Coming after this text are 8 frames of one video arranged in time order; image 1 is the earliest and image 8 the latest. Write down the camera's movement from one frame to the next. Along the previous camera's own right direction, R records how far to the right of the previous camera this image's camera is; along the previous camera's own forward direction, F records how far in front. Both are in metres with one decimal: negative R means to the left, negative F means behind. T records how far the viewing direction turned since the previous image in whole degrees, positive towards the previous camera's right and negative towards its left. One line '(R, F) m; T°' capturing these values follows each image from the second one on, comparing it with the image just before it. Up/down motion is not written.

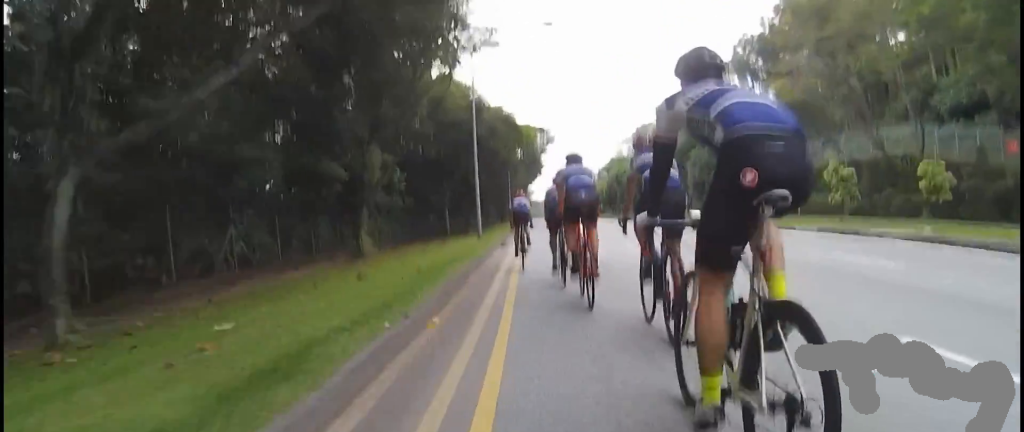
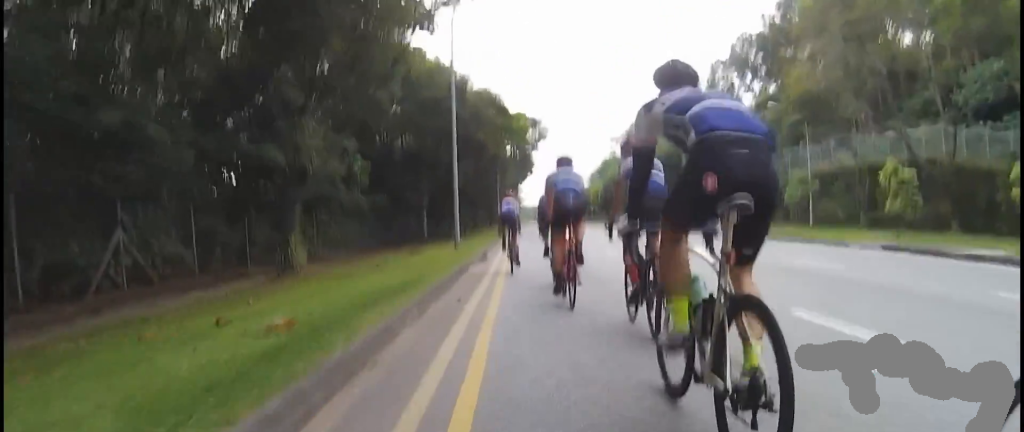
(-0.4, +4.6) m; -4°
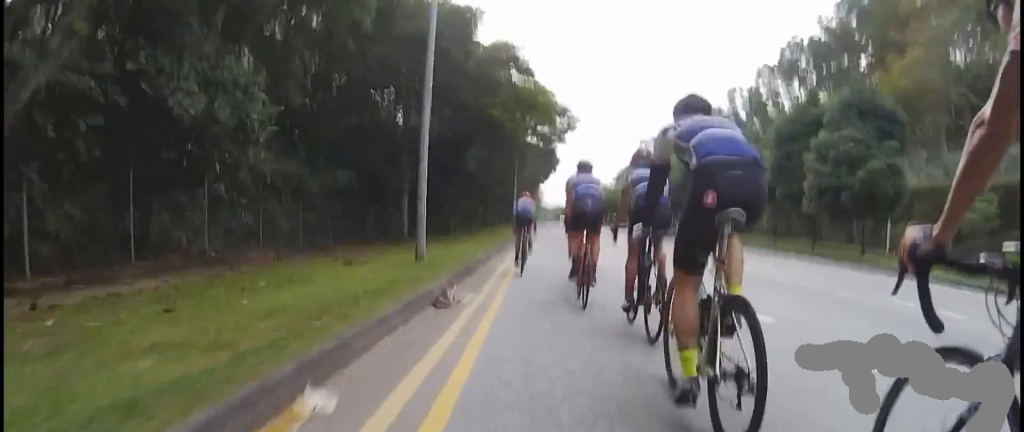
(-0.6, +9.7) m; -3°
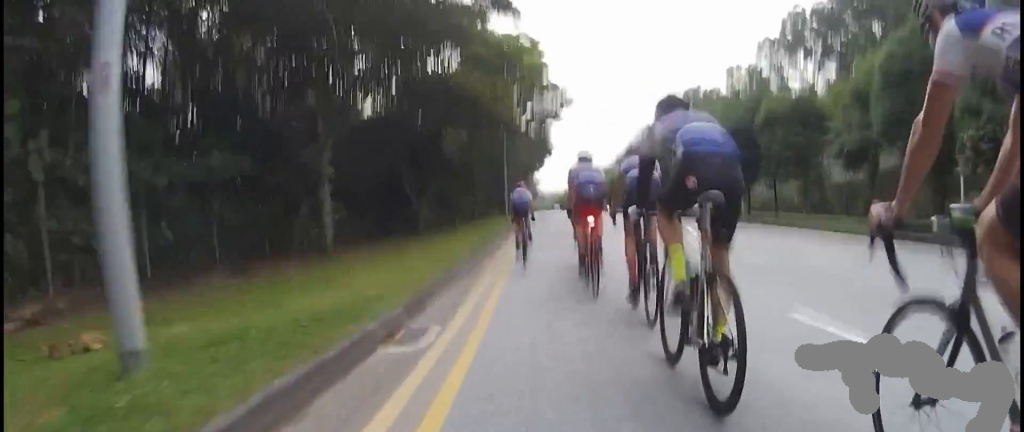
(0.0, +8.9) m; +5°
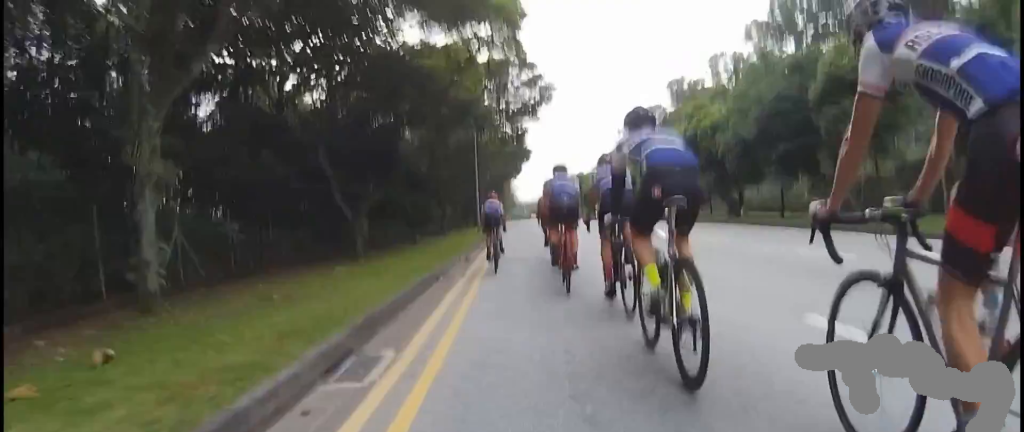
(+0.1, +7.0) m; +5°
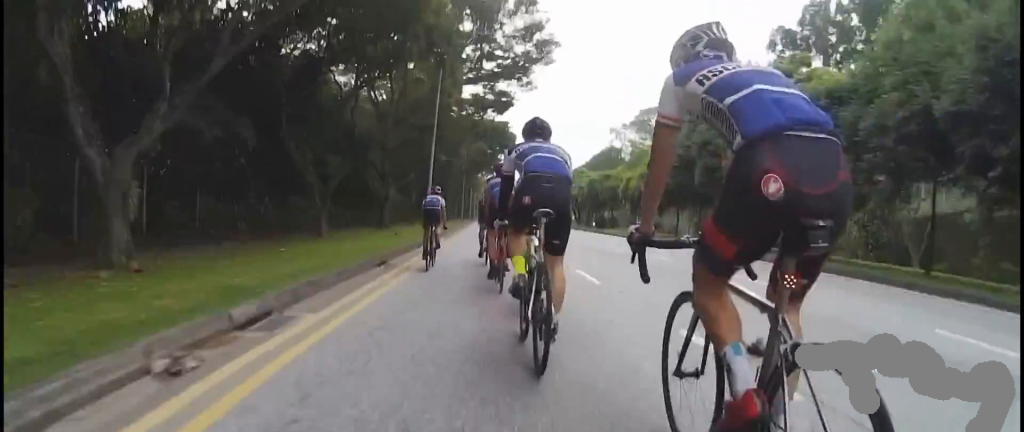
(+0.9, +11.4) m; +1°
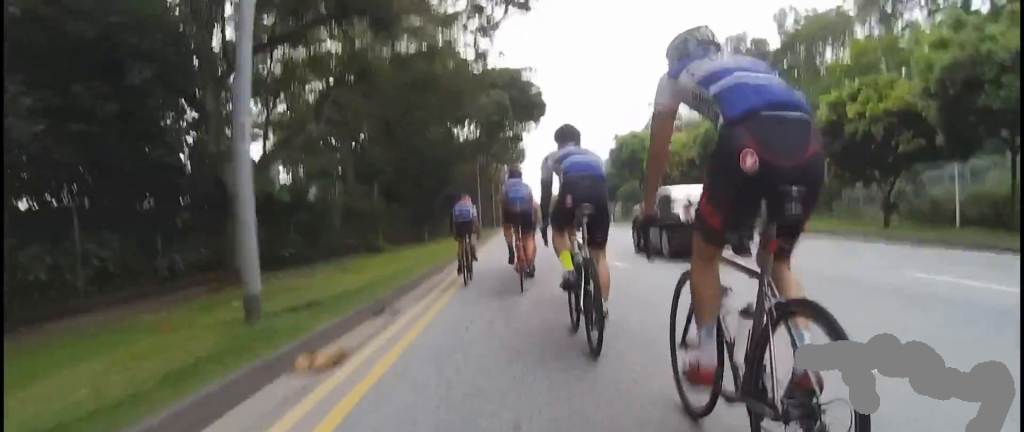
(+0.2, +21.2) m; 0°
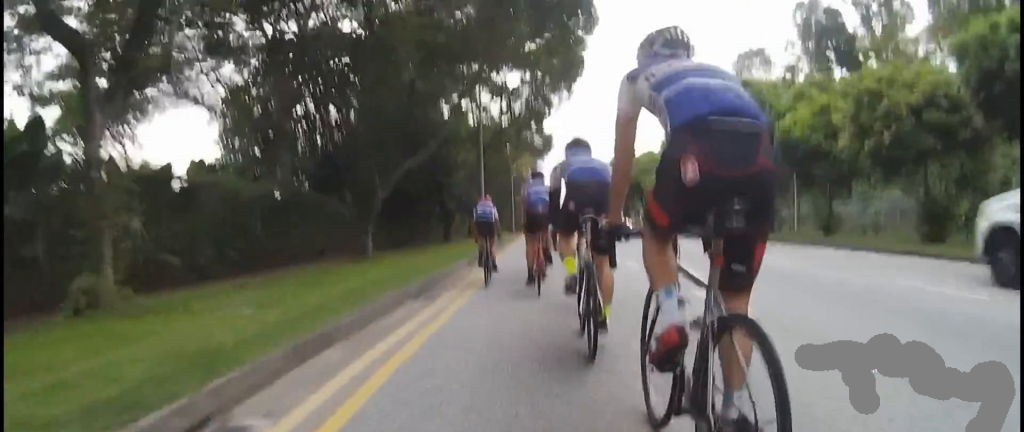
(-1.7, +16.2) m; -11°
